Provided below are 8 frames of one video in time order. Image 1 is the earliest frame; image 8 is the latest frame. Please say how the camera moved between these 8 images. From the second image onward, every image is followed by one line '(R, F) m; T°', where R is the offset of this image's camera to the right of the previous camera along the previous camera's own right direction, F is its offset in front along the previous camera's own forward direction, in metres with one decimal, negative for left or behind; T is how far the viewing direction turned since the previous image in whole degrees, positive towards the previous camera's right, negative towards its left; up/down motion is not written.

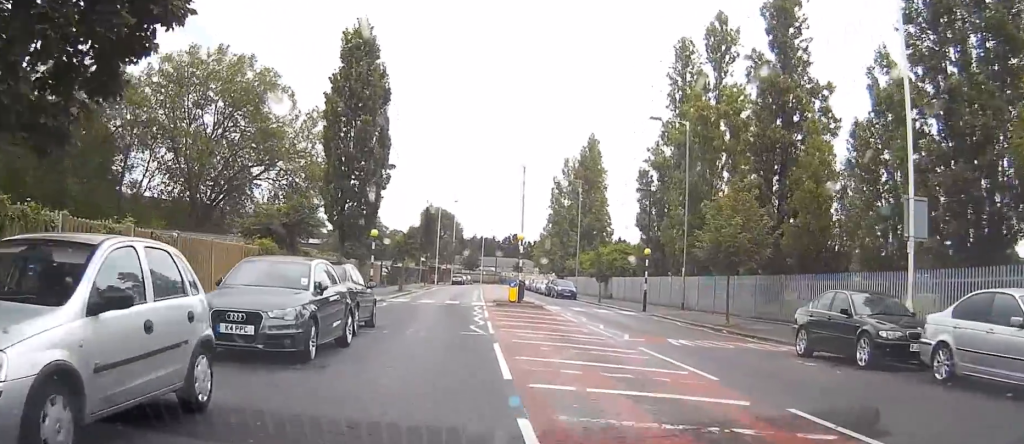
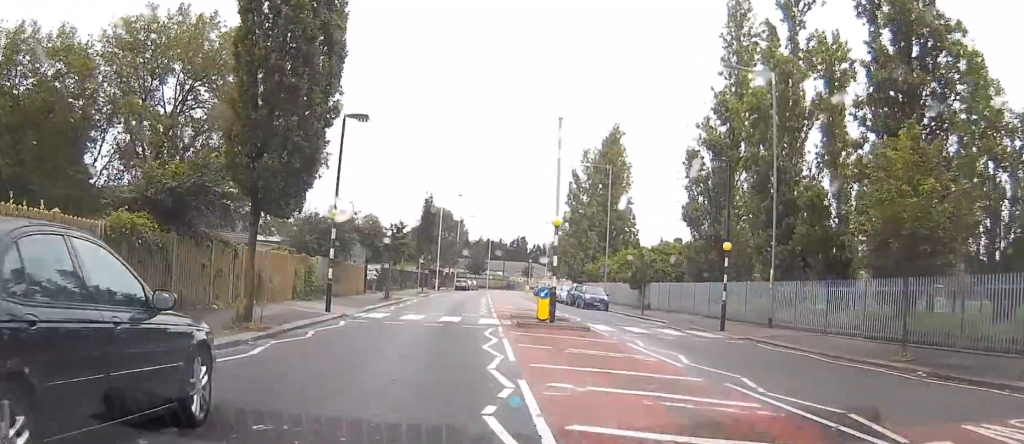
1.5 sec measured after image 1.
(0.0, +8.2) m; 0°
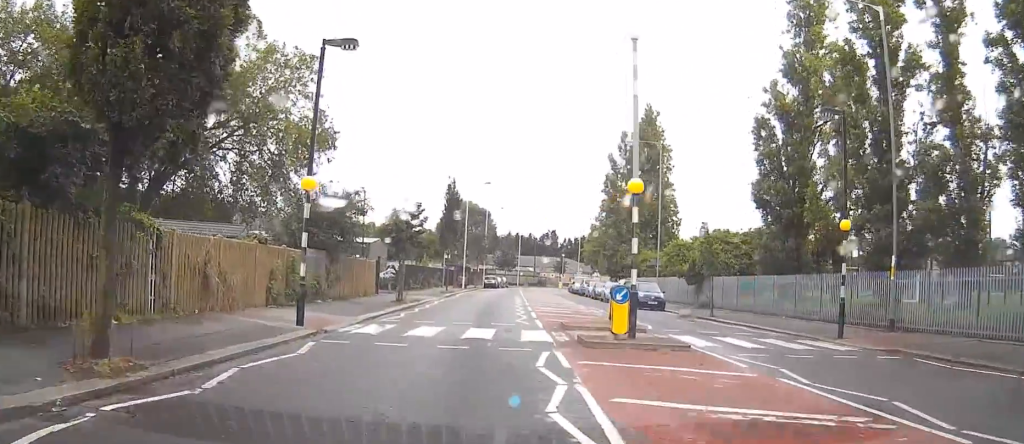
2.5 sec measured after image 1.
(0.0, +7.8) m; 0°
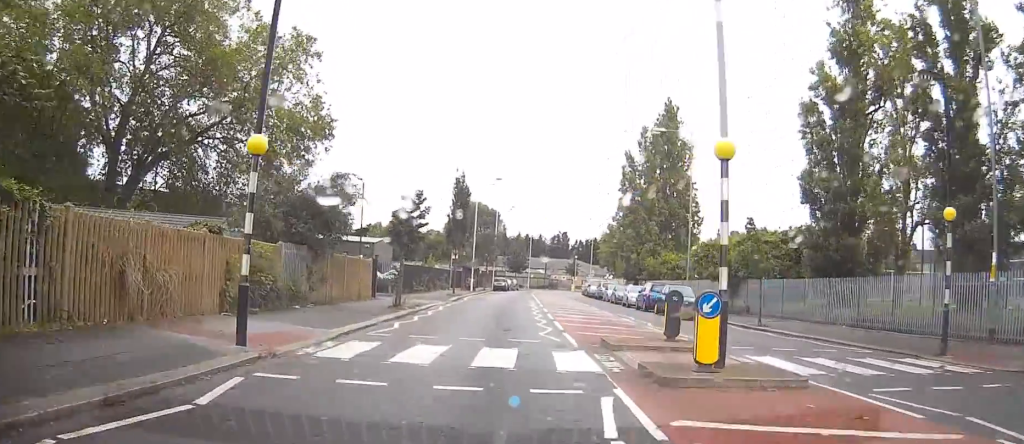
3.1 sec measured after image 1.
(0.0, +5.7) m; 0°
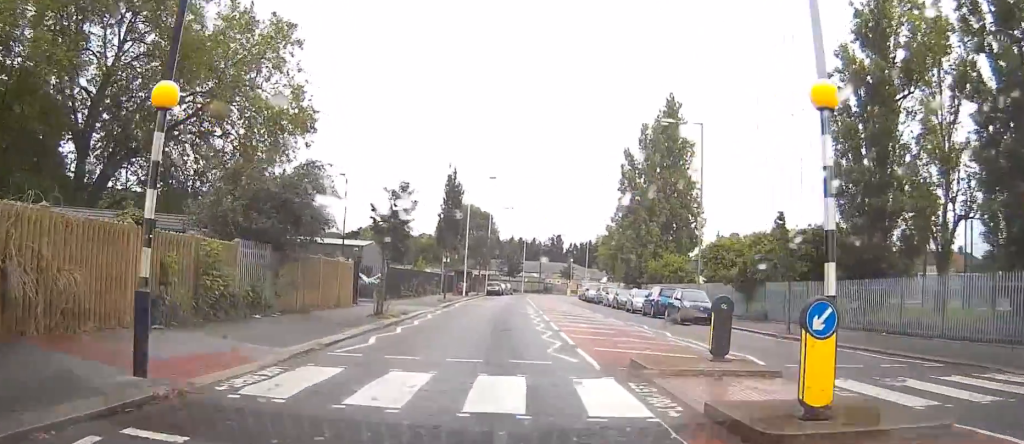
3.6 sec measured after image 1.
(0.0, +4.1) m; 0°
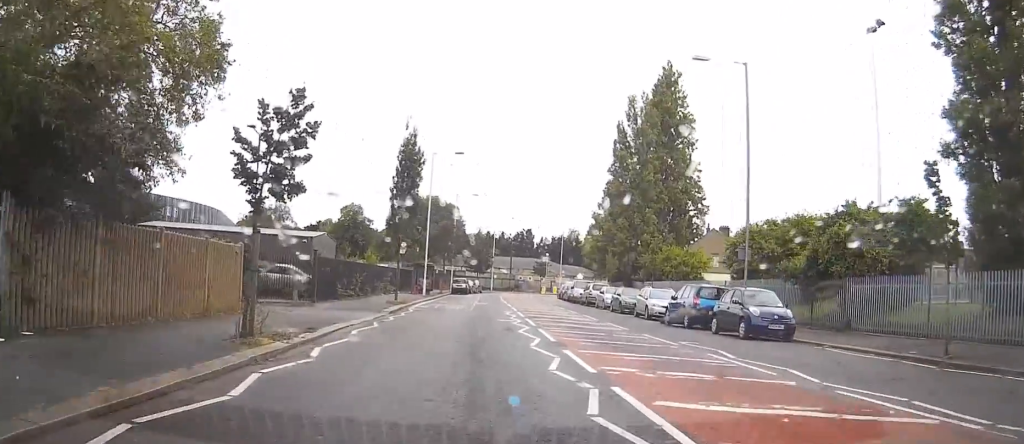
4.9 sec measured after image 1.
(0.0, +13.2) m; 0°
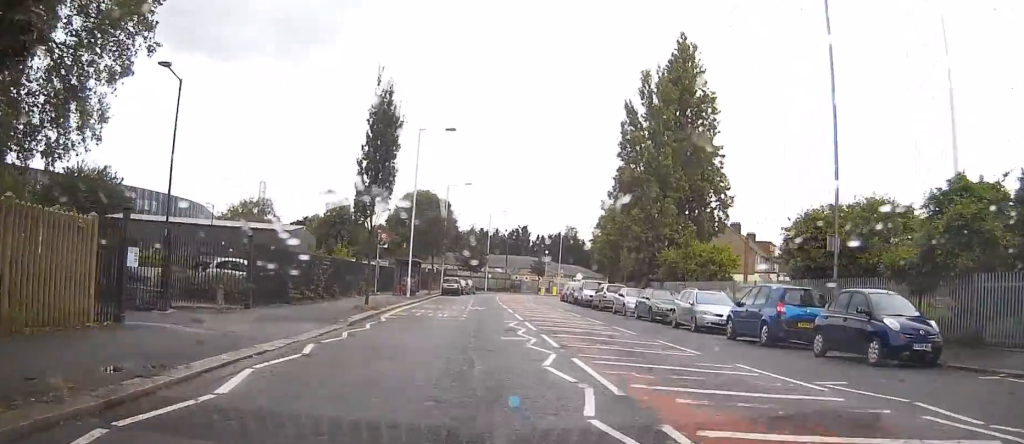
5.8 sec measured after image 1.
(0.0, +9.3) m; 0°
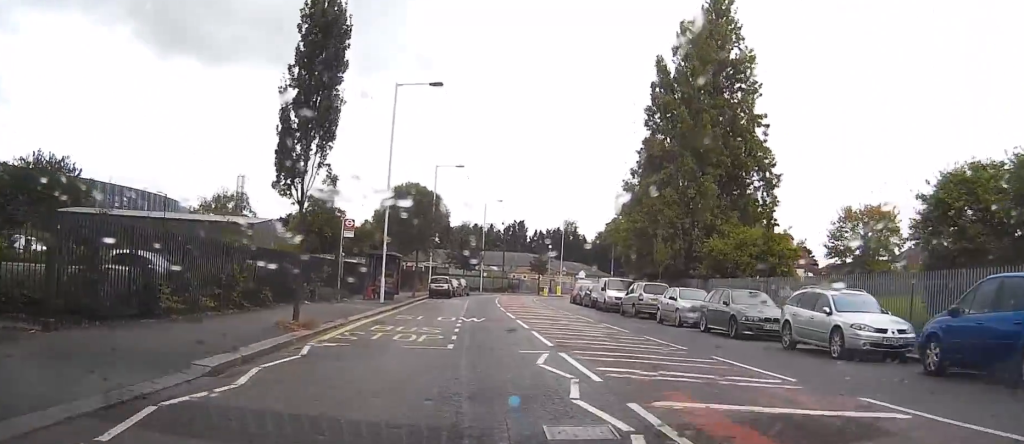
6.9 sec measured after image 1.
(0.0, +12.2) m; 0°
